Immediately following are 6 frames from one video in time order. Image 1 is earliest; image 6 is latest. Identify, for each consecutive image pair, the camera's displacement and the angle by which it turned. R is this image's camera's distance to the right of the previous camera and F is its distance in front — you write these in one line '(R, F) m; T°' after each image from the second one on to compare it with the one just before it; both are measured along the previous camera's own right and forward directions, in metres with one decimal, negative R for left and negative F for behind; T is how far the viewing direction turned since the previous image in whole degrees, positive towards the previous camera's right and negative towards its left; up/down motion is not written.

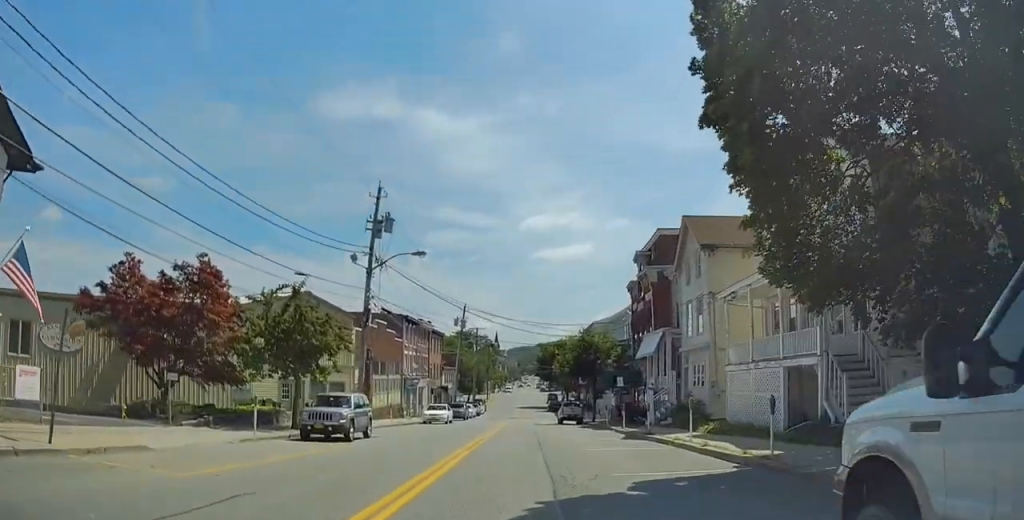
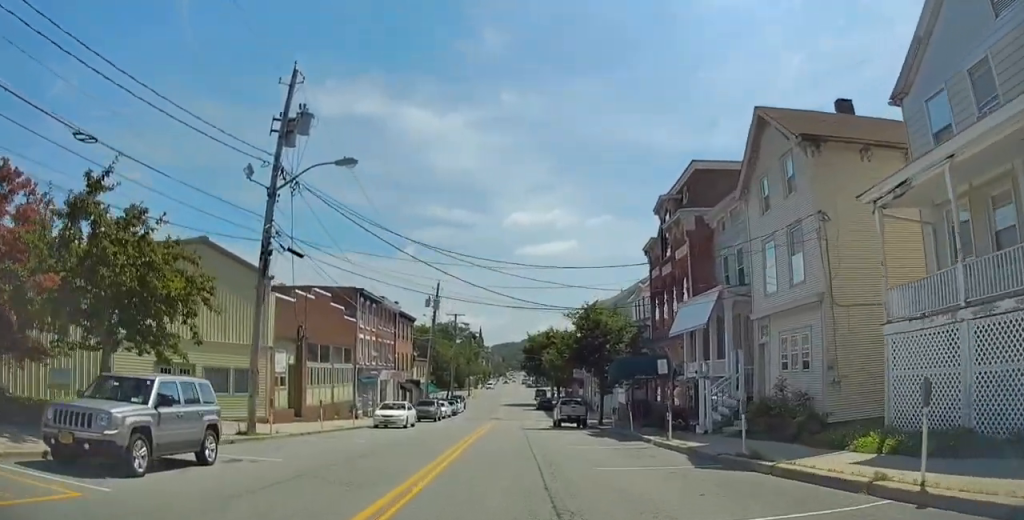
(+0.6, +11.5) m; +3°
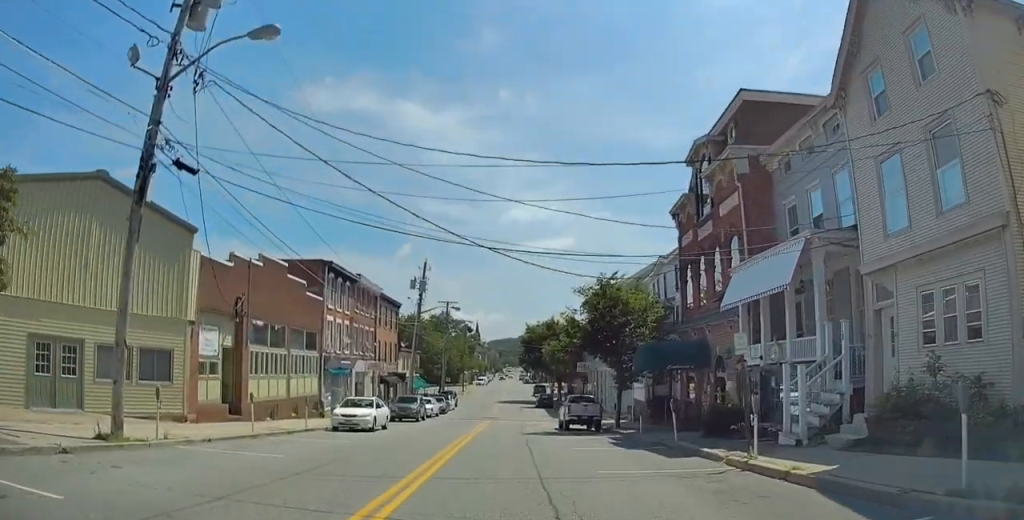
(0.0, +7.4) m; 0°
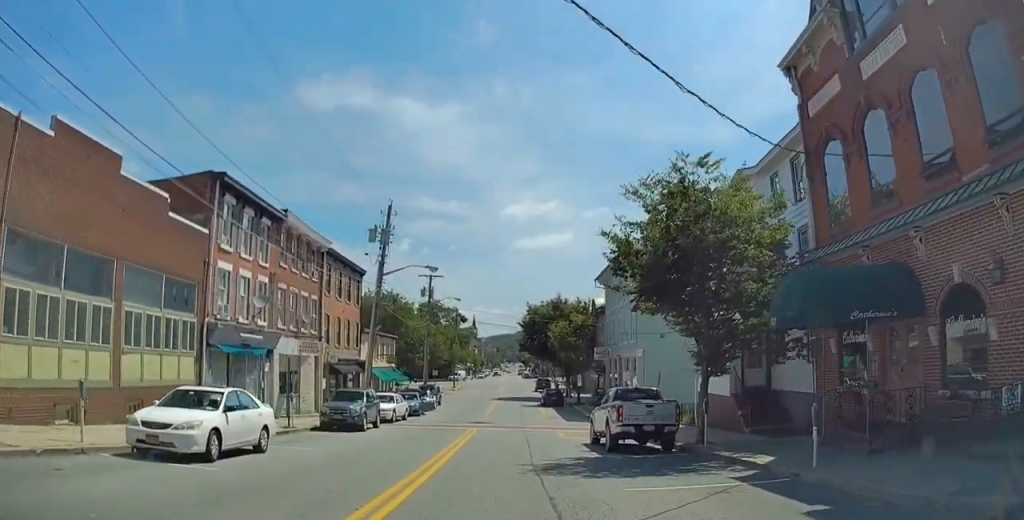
(0.0, +14.4) m; 0°
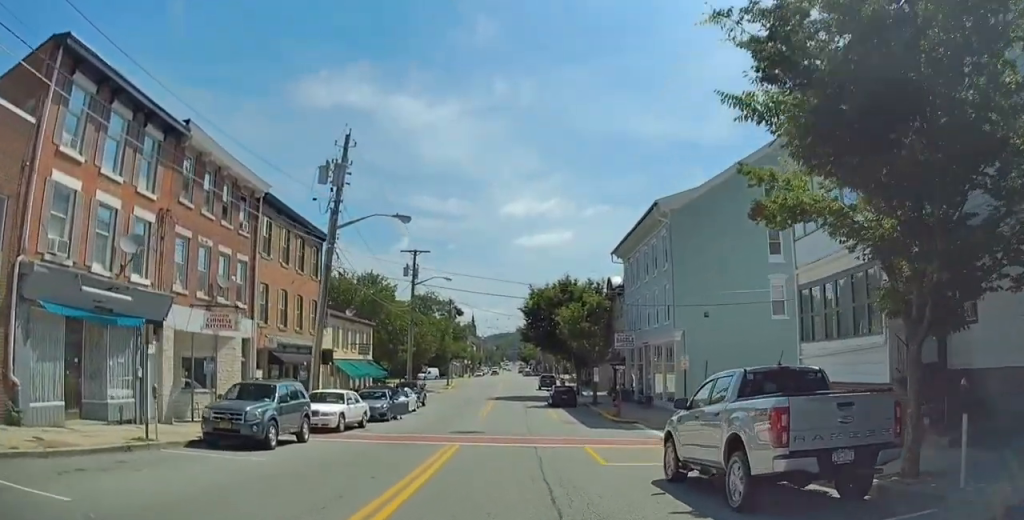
(-0.1, +10.0) m; -3°
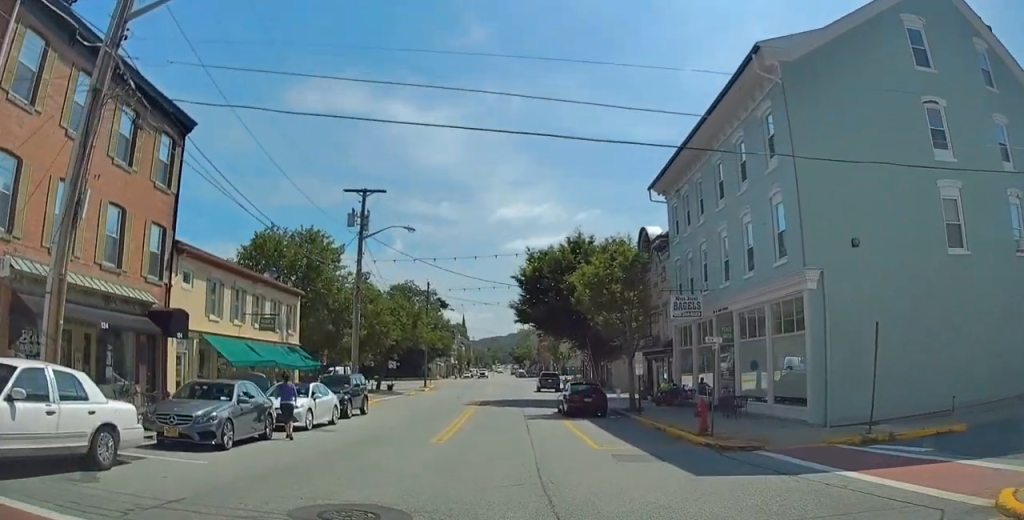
(0.0, +16.0) m; +4°
